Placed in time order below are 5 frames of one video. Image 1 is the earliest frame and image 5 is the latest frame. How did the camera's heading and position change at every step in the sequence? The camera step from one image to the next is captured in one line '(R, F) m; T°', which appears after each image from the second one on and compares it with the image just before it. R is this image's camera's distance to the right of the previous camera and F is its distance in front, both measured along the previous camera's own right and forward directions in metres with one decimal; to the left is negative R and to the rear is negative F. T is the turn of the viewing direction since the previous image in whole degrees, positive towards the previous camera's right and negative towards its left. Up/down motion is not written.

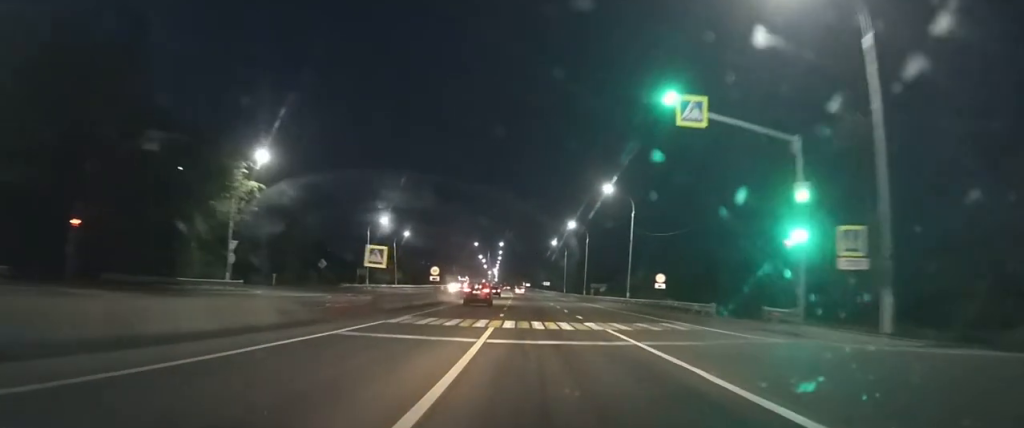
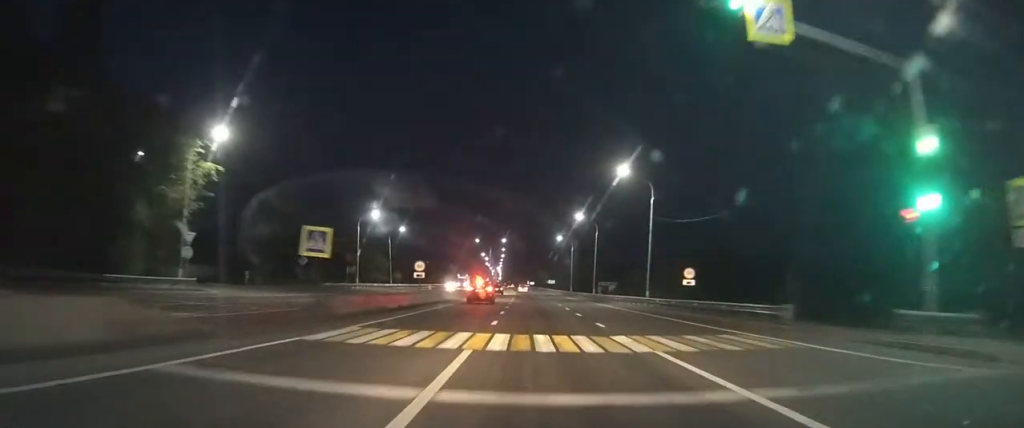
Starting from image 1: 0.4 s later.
(0.0, +5.6) m; 0°
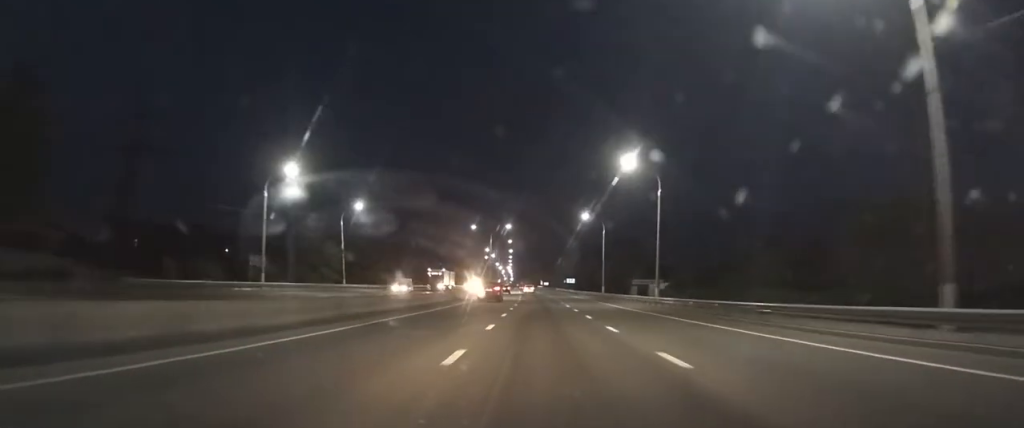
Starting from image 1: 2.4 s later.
(-0.4, +30.0) m; -1°
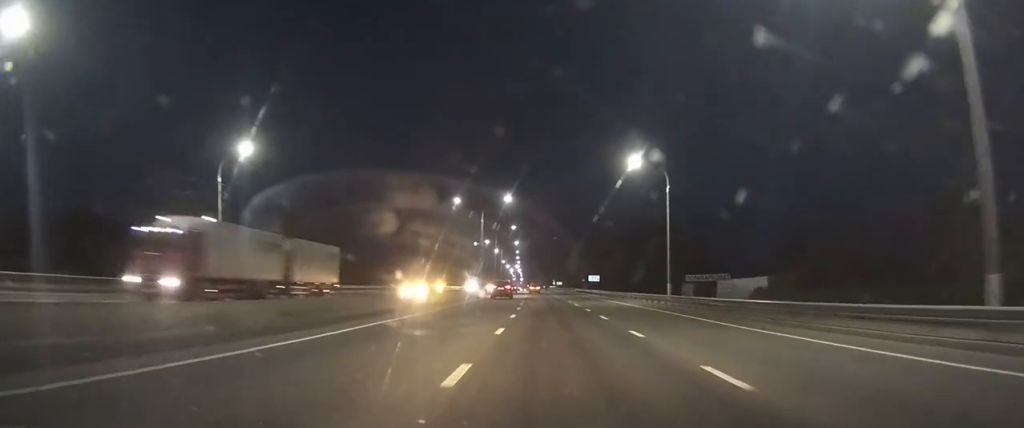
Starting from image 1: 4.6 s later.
(-0.1, +35.5) m; 0°
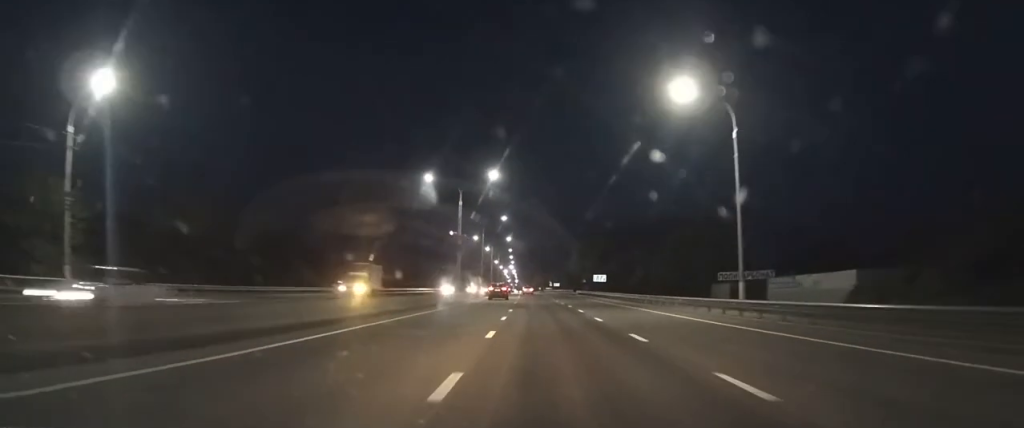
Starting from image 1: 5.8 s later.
(0.0, +18.6) m; 0°
